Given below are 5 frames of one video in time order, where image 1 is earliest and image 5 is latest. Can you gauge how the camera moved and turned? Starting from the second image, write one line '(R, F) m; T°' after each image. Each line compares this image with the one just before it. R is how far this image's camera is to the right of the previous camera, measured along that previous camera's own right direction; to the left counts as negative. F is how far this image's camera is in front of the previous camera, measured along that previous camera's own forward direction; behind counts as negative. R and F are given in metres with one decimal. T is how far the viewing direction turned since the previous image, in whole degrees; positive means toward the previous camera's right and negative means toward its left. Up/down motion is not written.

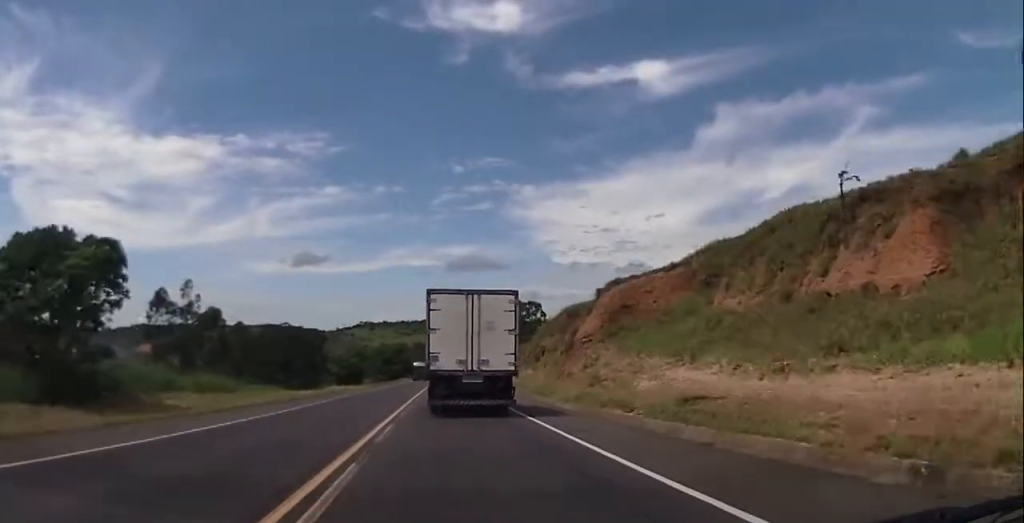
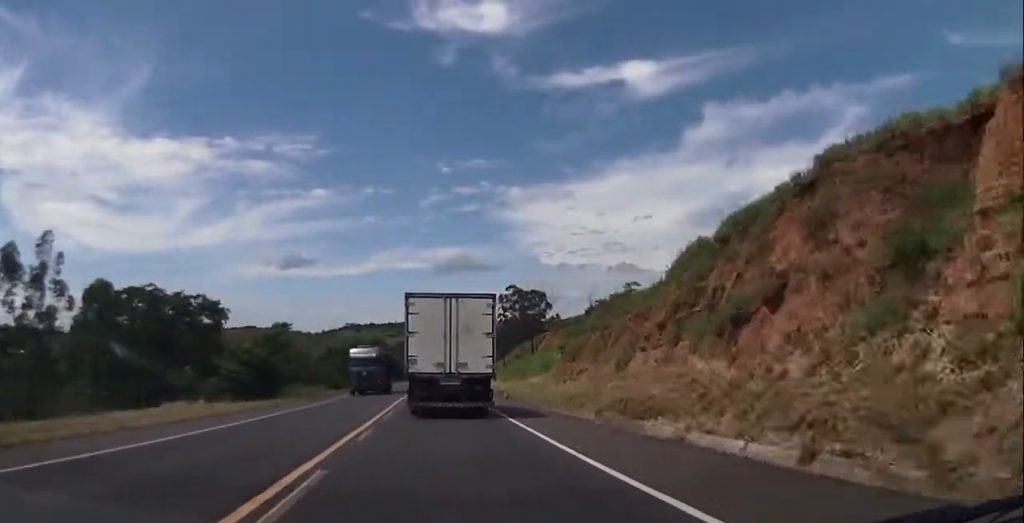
(+0.9, +39.8) m; +1°
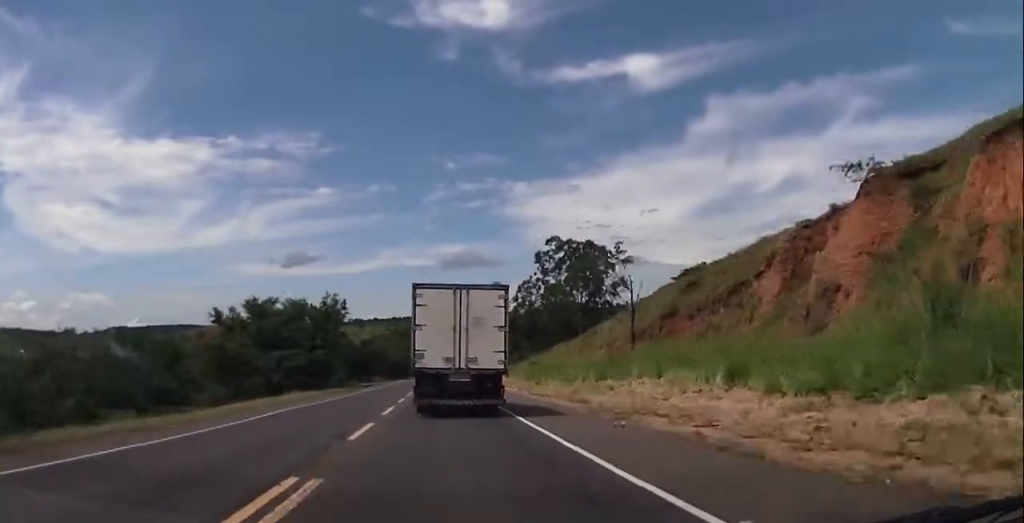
(-0.1, +71.7) m; 0°
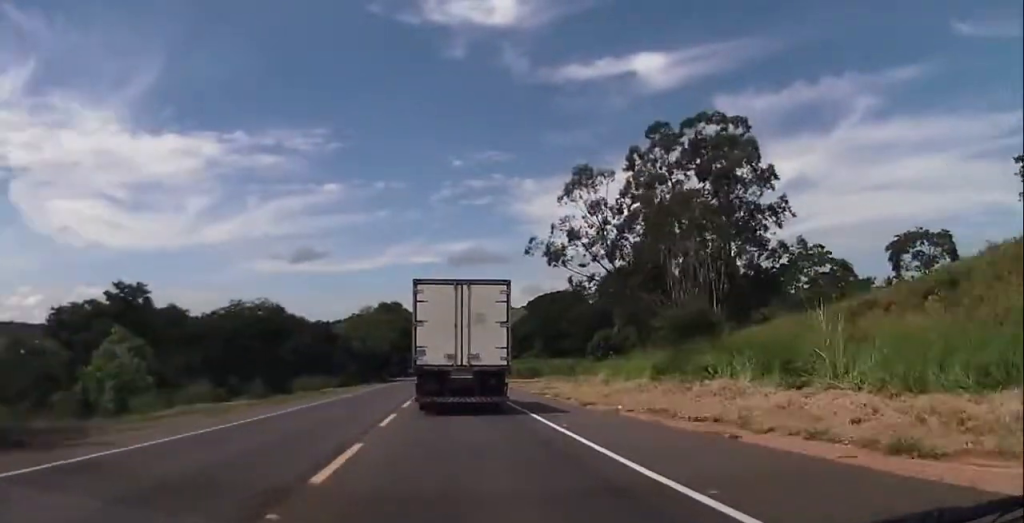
(-0.1, +73.3) m; 0°
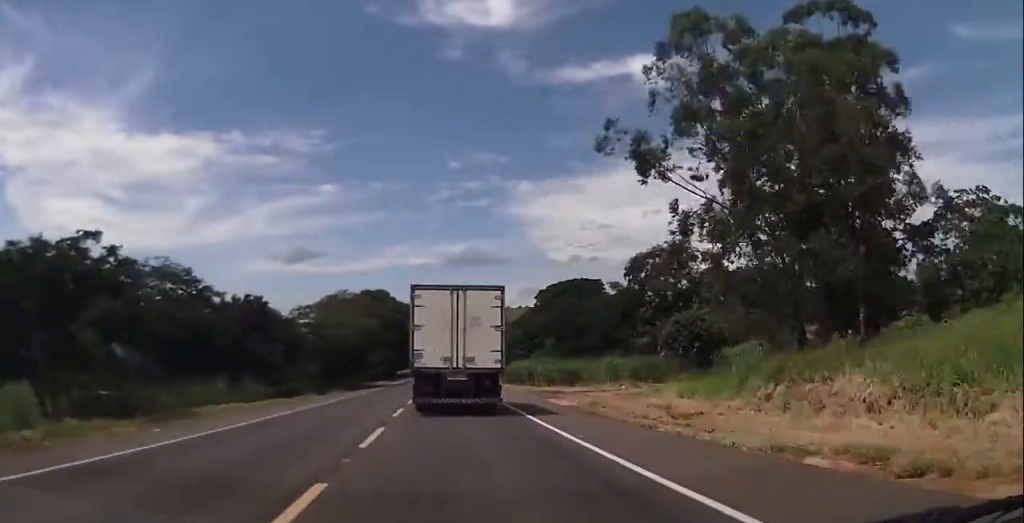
(0.0, +27.0) m; 0°
